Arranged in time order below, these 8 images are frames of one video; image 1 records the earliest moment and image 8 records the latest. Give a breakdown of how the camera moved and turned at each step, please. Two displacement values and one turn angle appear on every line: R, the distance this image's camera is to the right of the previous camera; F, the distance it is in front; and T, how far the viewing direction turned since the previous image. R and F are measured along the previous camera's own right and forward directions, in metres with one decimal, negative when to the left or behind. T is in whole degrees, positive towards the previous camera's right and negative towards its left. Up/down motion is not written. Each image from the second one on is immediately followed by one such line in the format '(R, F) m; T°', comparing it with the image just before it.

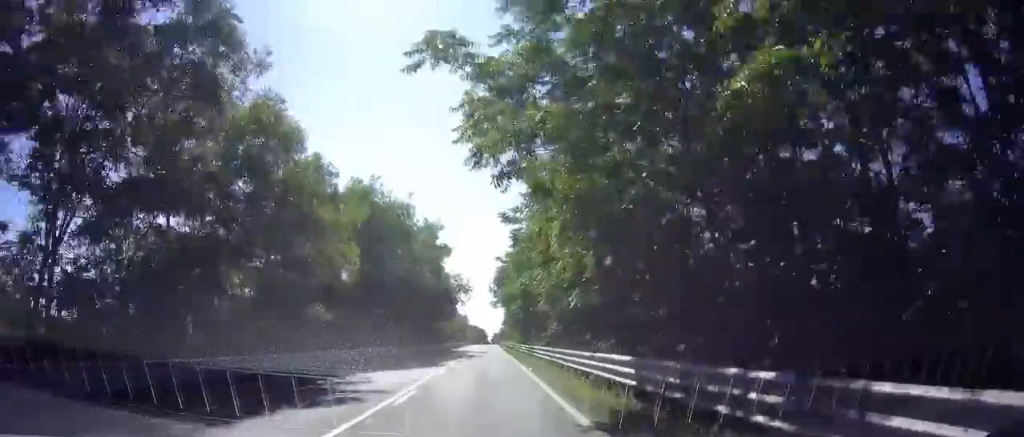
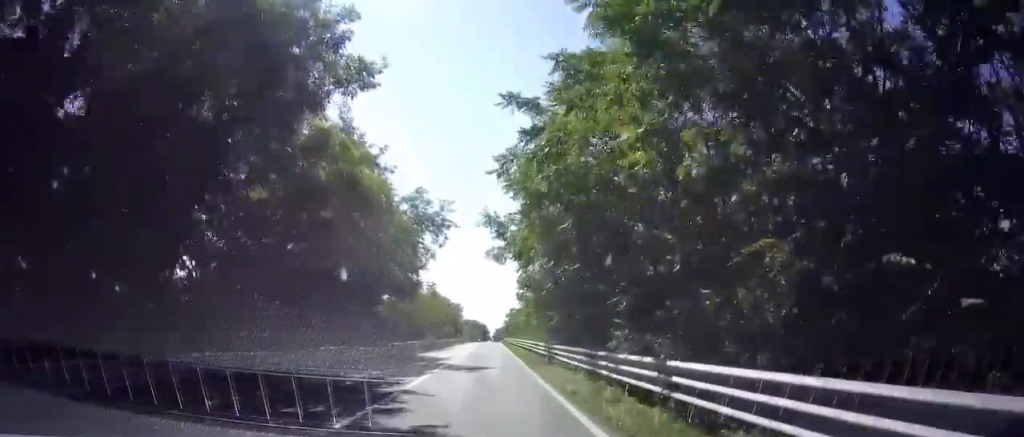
(+0.2, +34.6) m; +1°
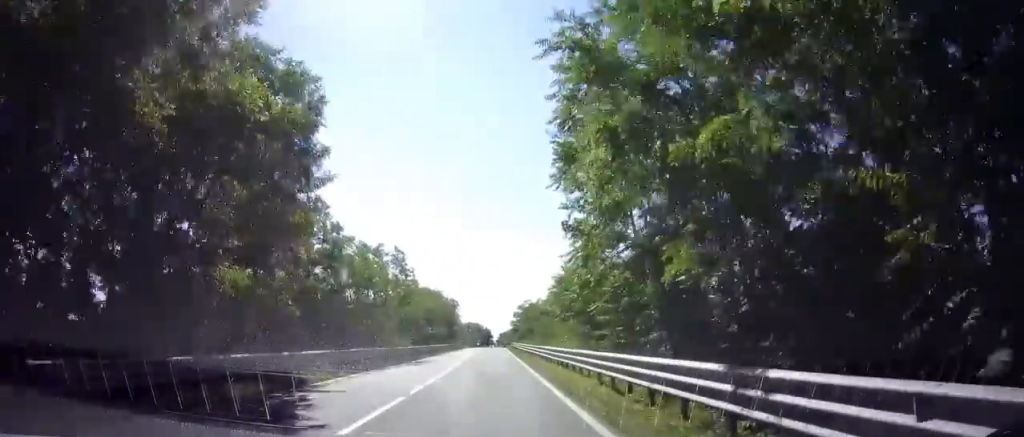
(-0.3, +23.3) m; -1°
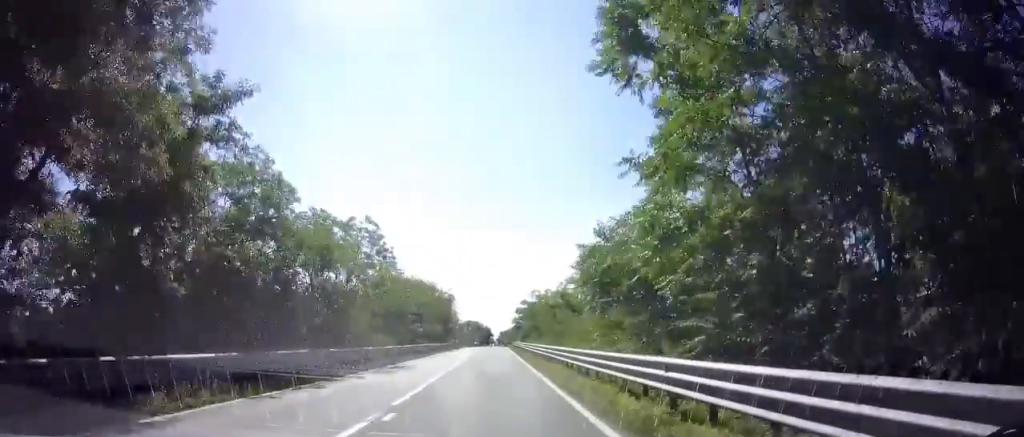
(-0.2, +8.8) m; 0°
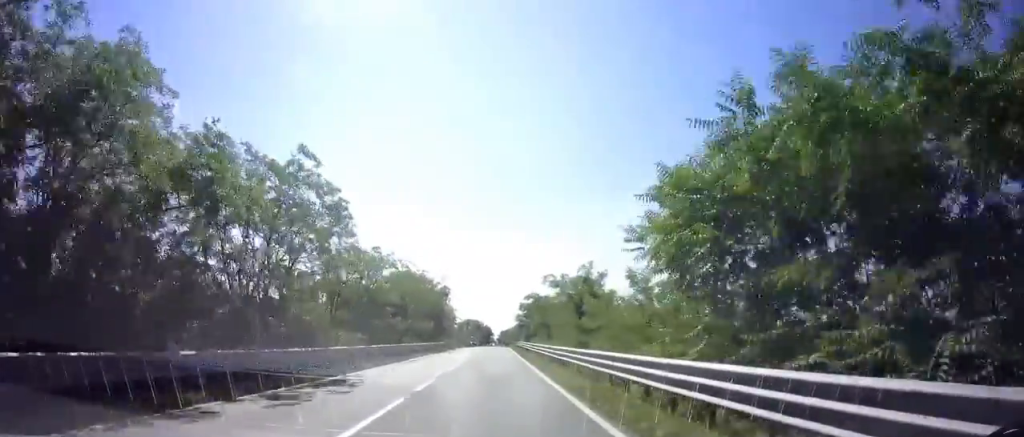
(+0.1, +9.5) m; 0°
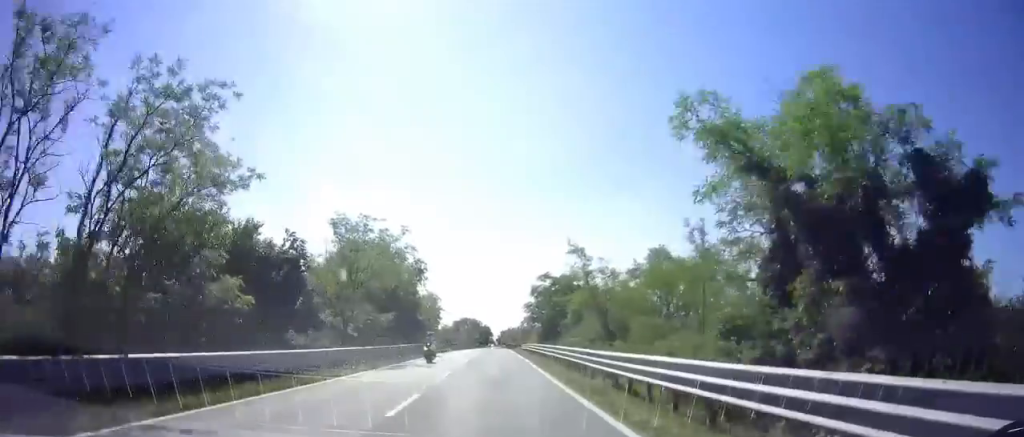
(+0.2, +25.5) m; +1°
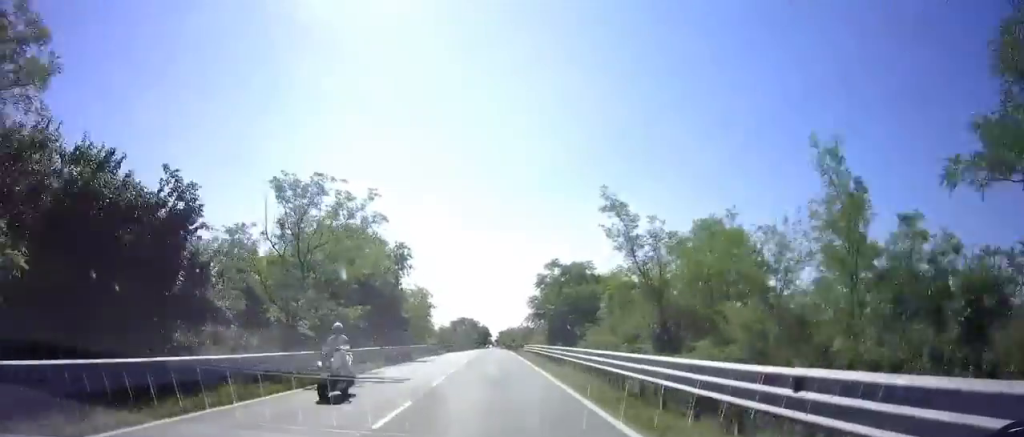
(0.0, +8.3) m; 0°
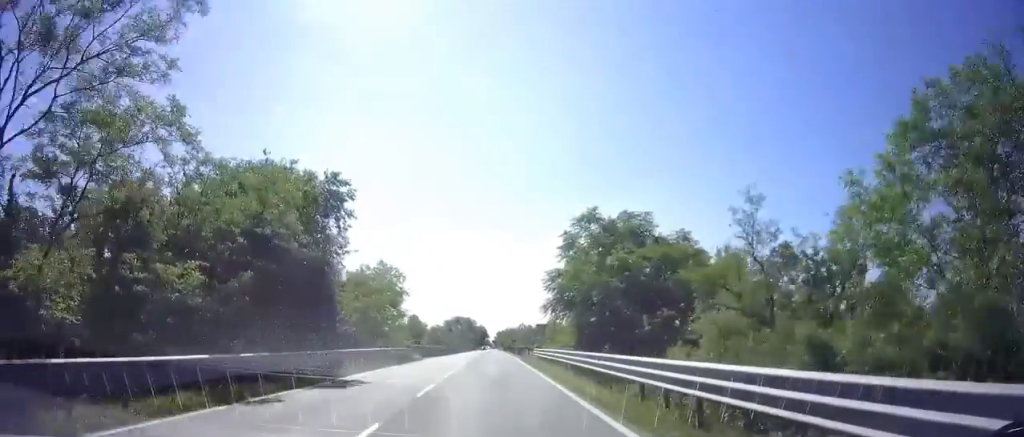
(0.0, +16.7) m; 0°
